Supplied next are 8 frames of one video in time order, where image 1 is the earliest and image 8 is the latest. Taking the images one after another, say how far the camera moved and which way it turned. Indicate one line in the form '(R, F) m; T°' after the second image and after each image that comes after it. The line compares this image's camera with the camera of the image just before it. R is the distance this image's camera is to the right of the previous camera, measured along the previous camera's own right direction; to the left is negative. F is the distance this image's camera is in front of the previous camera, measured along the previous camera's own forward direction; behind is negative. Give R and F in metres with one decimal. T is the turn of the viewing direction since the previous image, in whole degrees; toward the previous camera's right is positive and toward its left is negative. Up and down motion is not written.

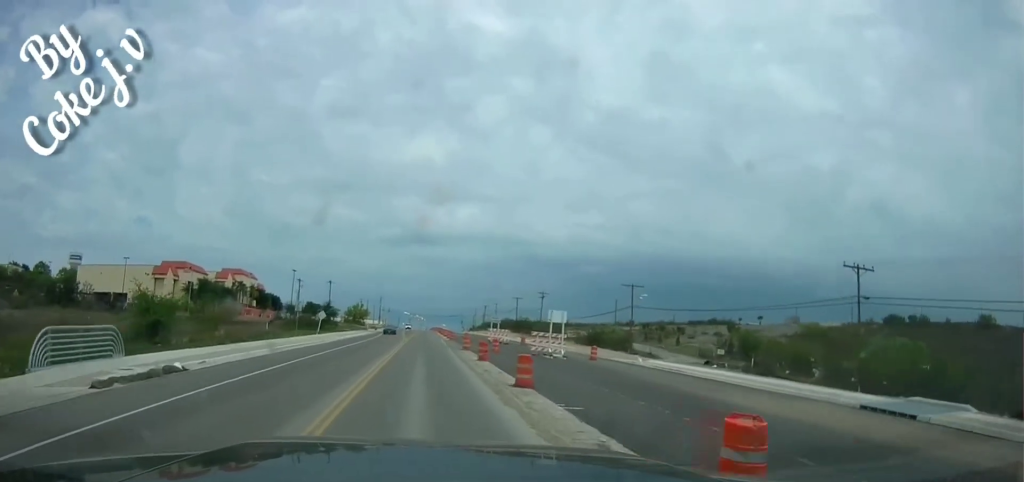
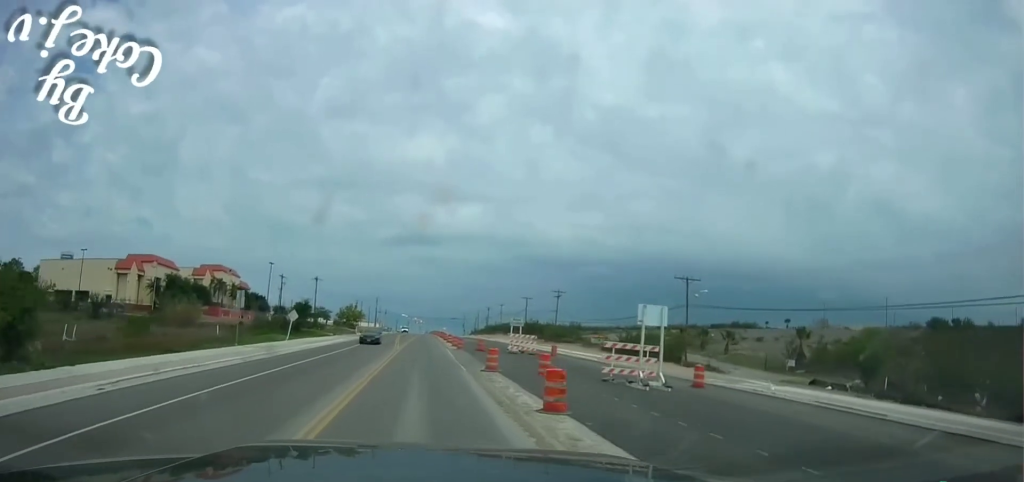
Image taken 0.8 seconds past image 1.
(-0.5, +15.9) m; 0°
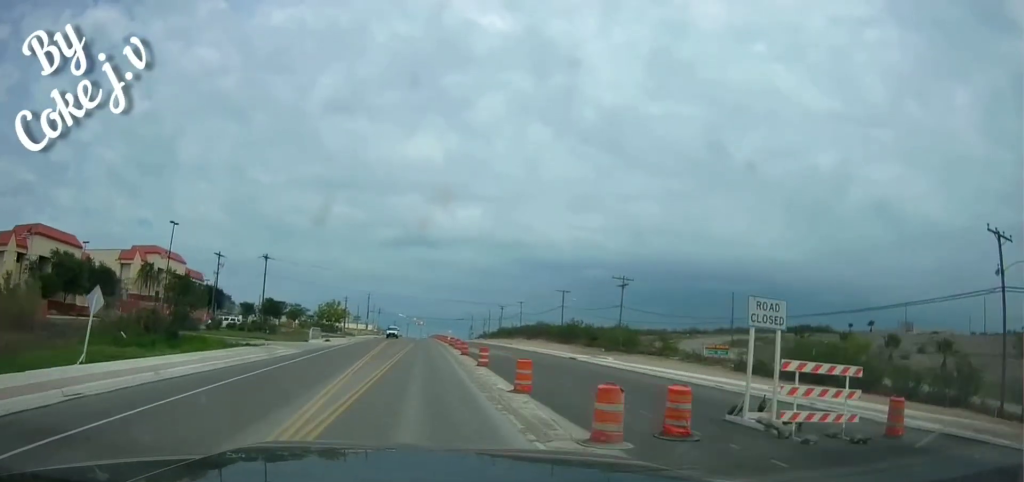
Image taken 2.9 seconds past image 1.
(+1.0, +38.9) m; 0°
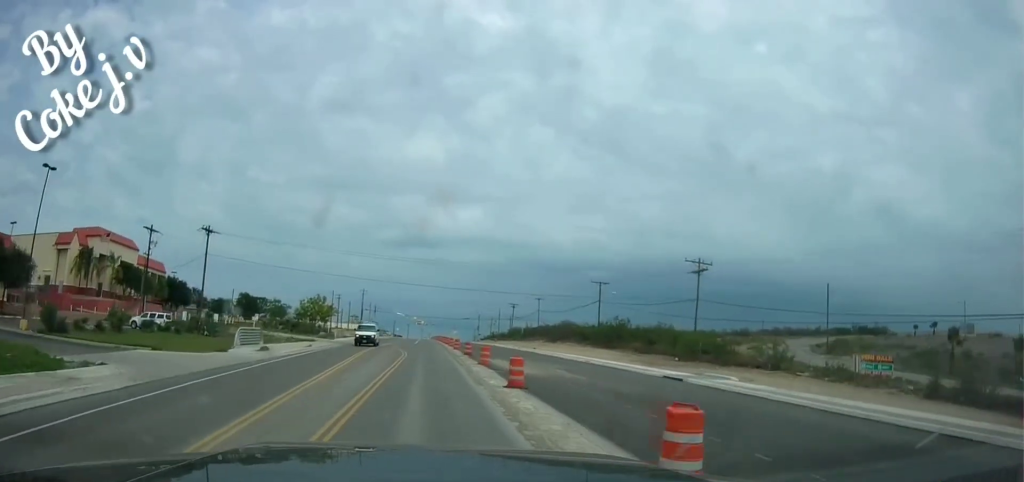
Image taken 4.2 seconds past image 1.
(-0.4, +22.9) m; 0°
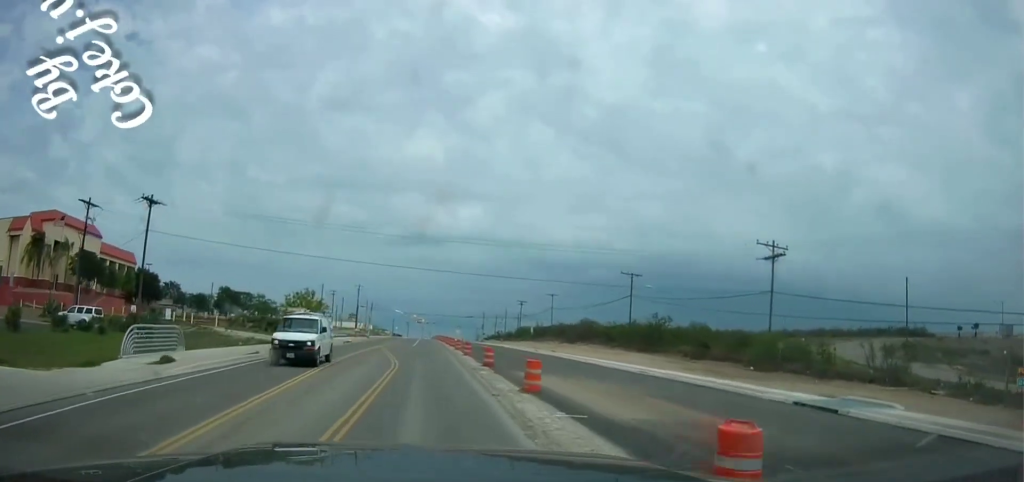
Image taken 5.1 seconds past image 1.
(+0.3, +14.1) m; +1°
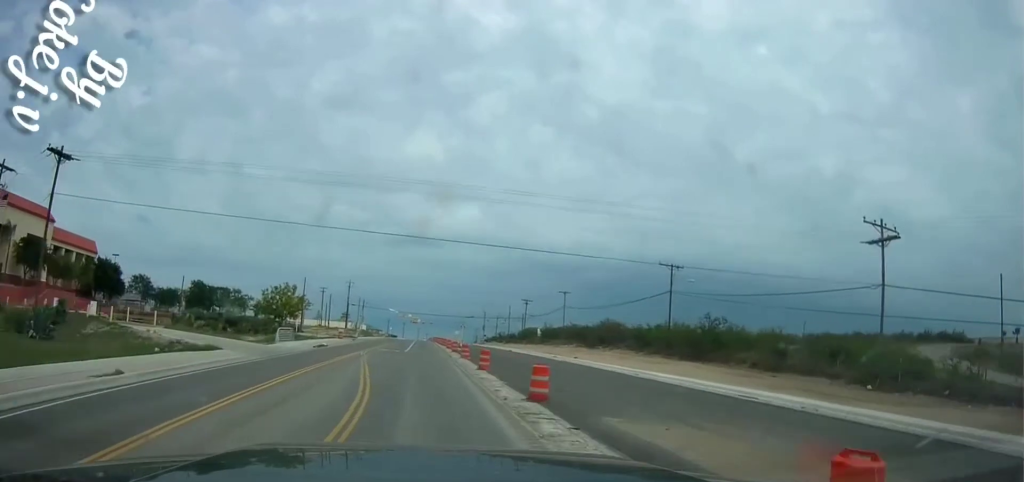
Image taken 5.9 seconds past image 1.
(0.0, +14.0) m; 0°
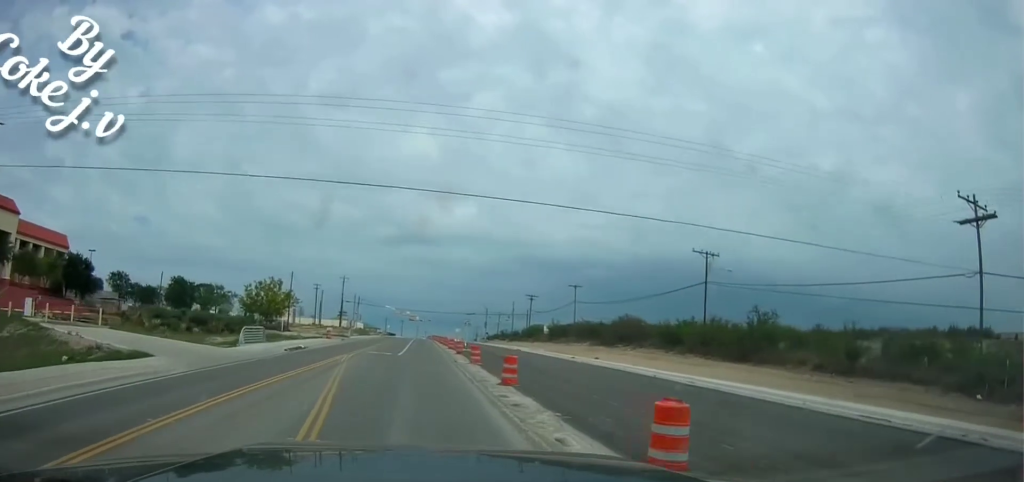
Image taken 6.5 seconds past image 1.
(0.0, +8.8) m; 0°
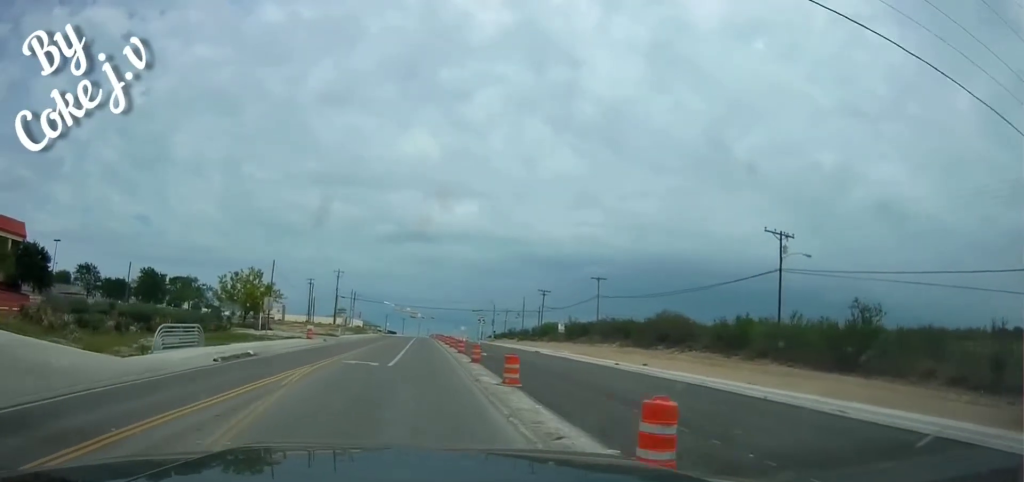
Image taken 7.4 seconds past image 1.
(0.0, +12.7) m; -1°
